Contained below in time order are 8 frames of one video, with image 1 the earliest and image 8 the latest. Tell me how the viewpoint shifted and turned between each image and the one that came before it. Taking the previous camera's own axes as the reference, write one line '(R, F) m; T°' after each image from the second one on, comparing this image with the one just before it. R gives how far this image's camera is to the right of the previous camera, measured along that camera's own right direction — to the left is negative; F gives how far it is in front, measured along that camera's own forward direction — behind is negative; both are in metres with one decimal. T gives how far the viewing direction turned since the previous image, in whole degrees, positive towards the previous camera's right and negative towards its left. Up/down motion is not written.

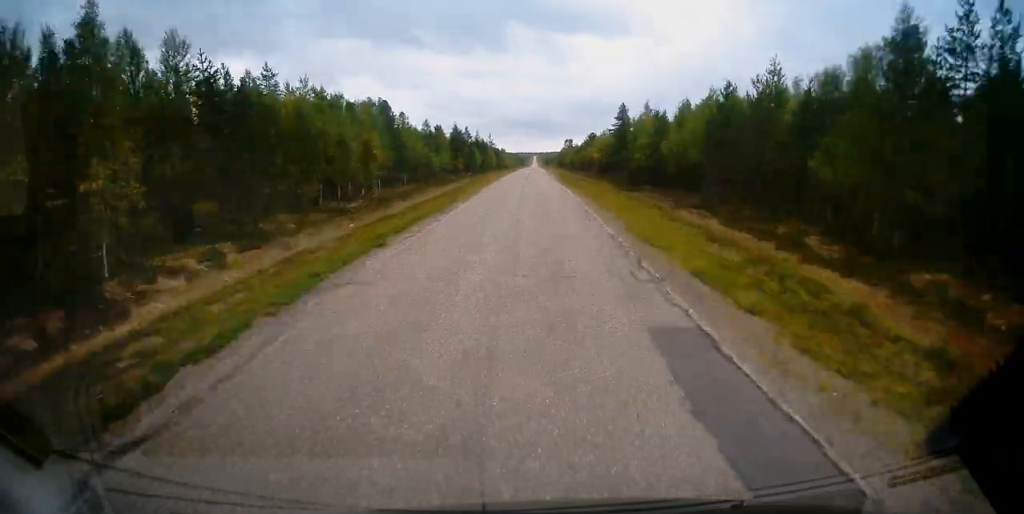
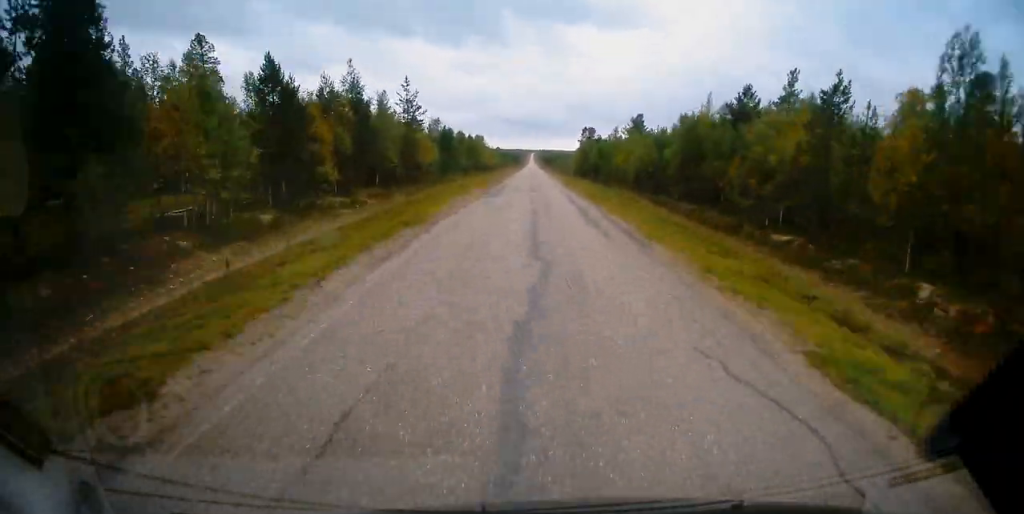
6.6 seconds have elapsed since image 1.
(+0.3, +105.3) m; 0°
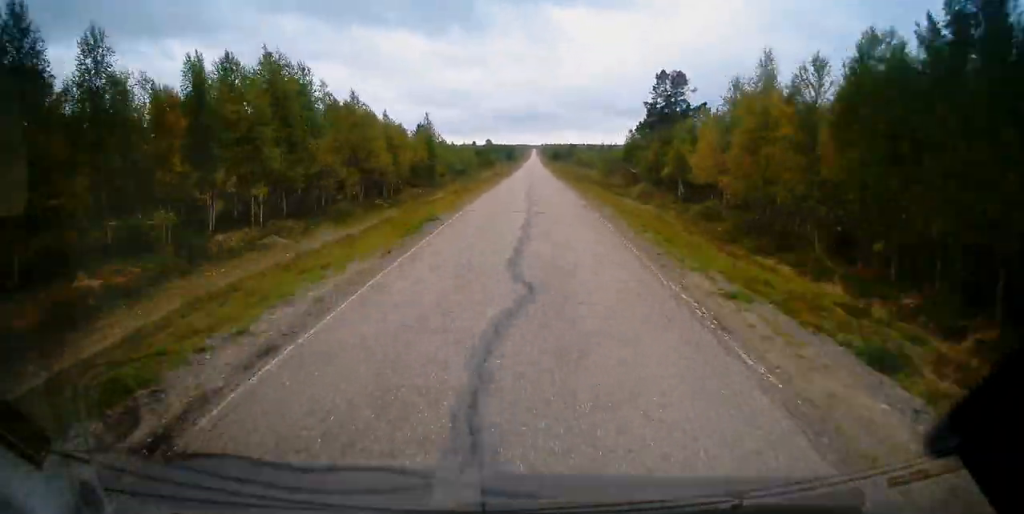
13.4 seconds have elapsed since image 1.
(+0.1, +107.8) m; 0°
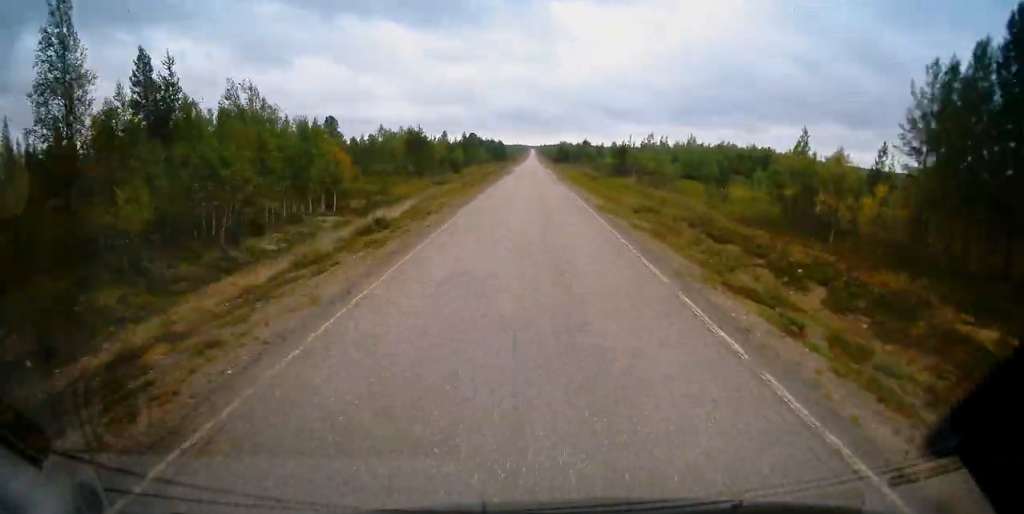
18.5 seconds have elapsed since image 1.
(-0.1, +81.0) m; 0°
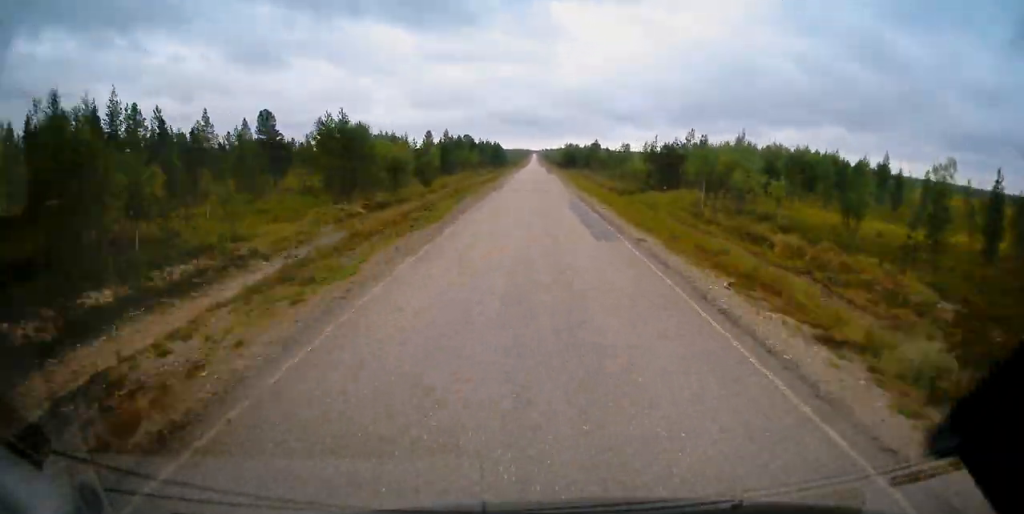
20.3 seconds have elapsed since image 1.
(+0.1, +27.8) m; 0°
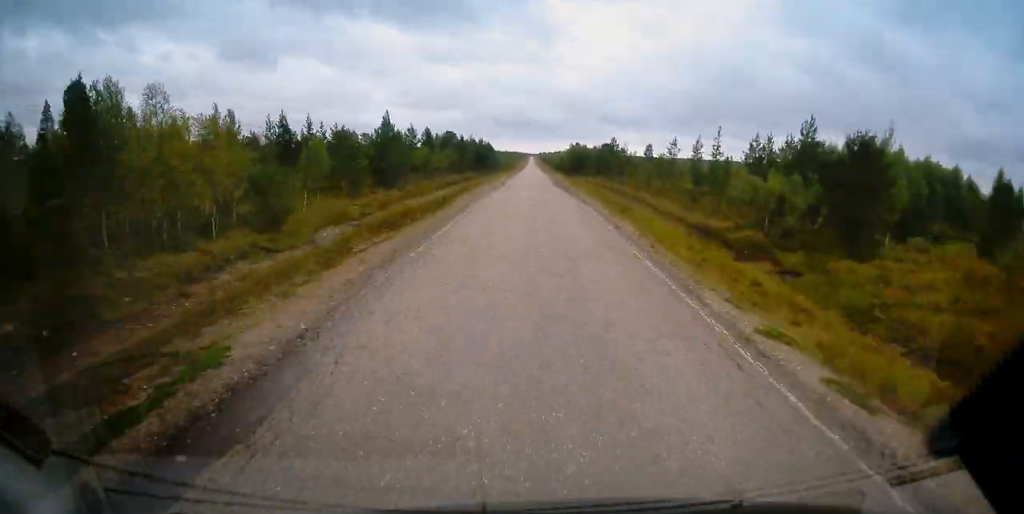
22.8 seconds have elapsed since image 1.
(+0.1, +39.4) m; 0°
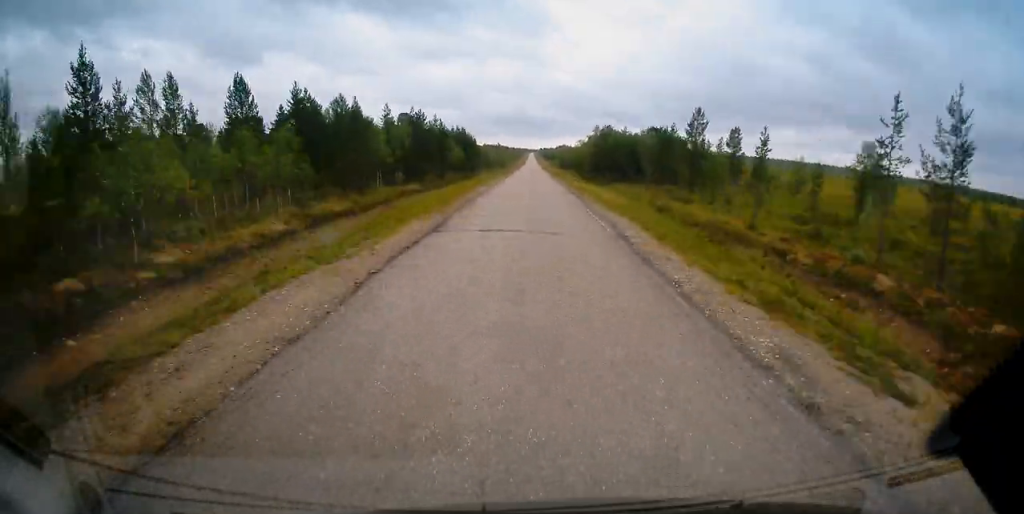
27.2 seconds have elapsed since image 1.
(-0.1, +66.0) m; 0°
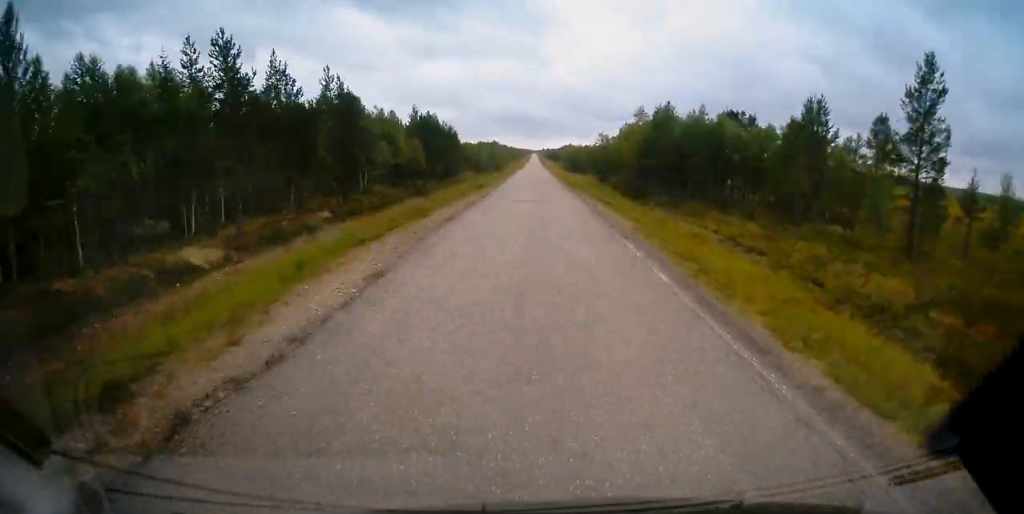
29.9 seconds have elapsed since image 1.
(0.0, +39.6) m; 0°
